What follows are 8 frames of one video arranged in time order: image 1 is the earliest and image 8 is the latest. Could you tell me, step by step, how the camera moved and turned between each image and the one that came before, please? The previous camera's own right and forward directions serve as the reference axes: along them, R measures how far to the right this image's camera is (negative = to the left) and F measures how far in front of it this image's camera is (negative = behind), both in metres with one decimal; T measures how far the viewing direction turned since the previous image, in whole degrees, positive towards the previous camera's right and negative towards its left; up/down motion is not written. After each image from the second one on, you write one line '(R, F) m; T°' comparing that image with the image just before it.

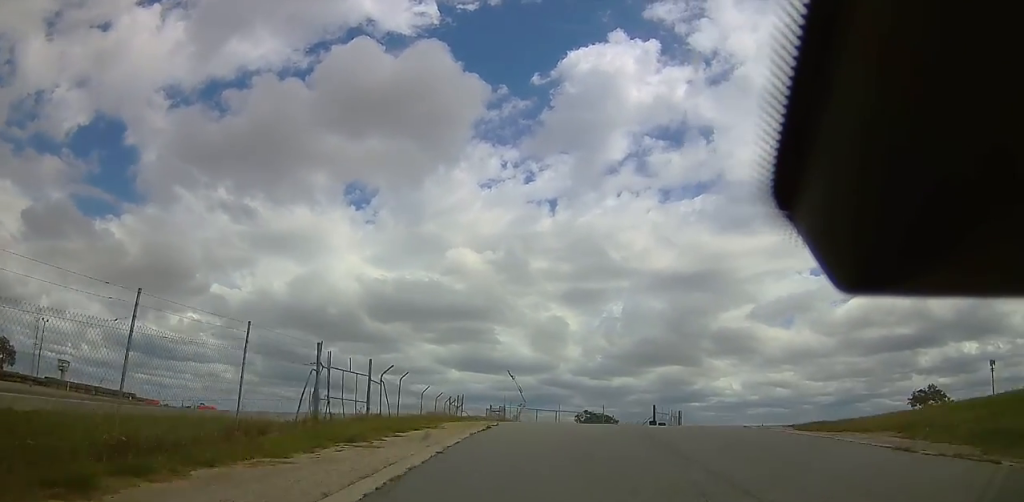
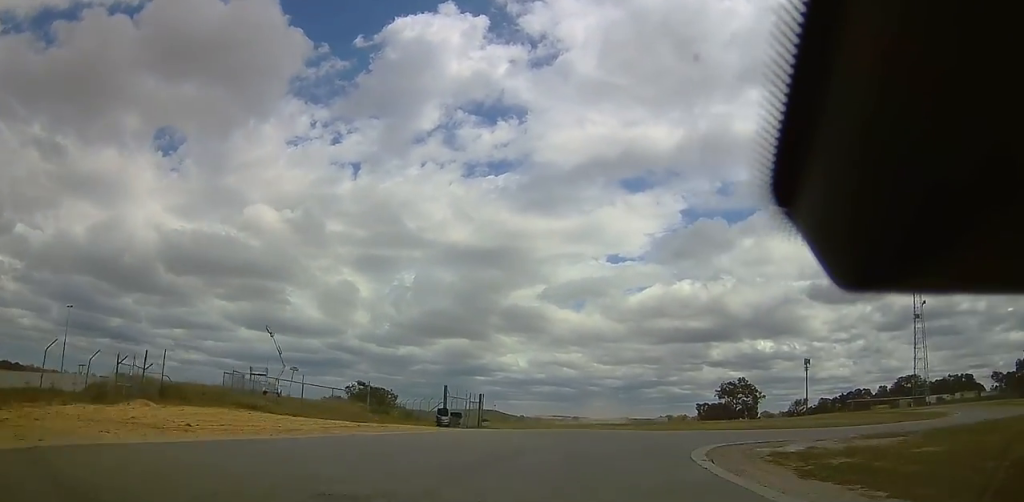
(+3.5, +17.2) m; +19°
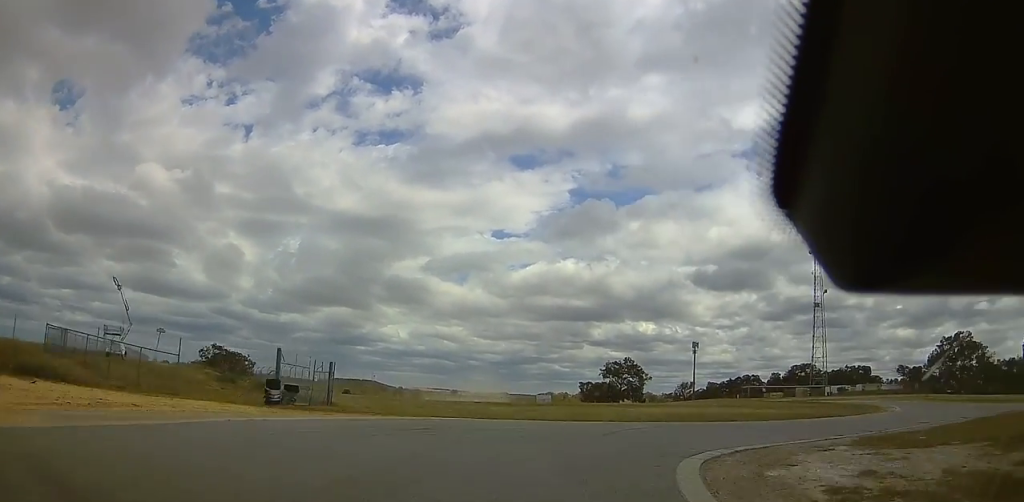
(+0.8, +8.1) m; +10°
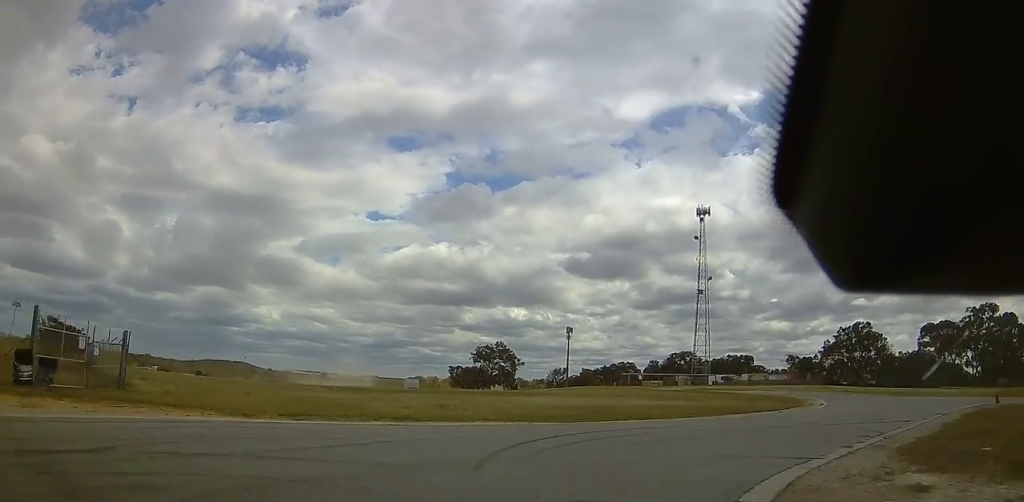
(0.0, +7.3) m; +11°
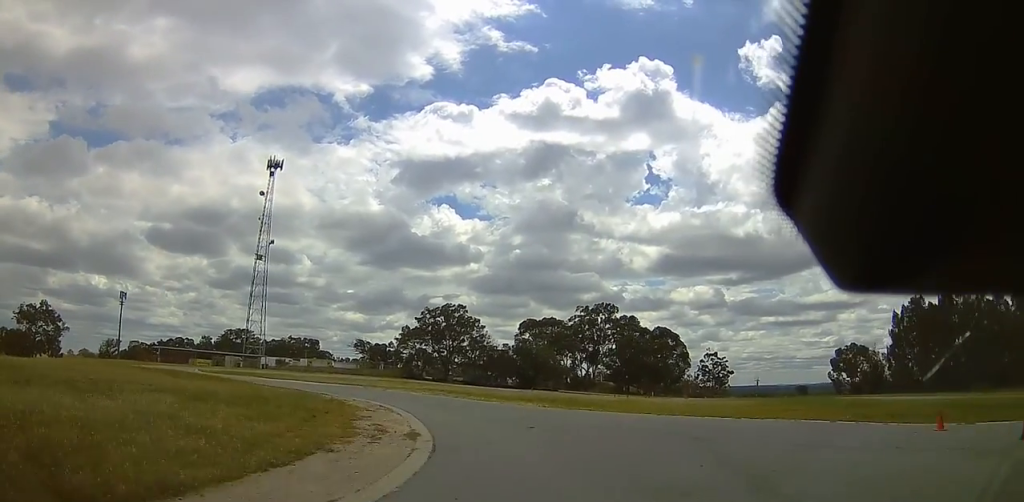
(+8.4, +22.8) m; +27°
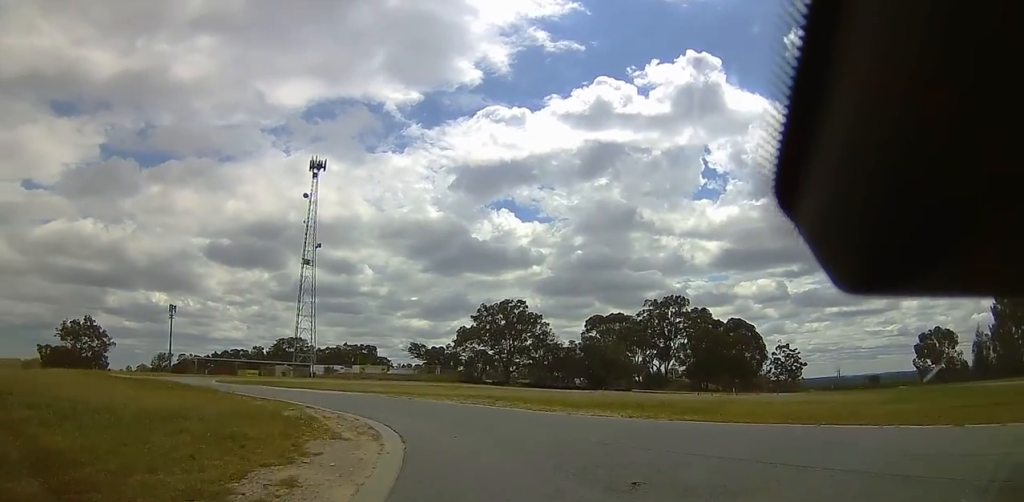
(+0.5, +7.5) m; -7°
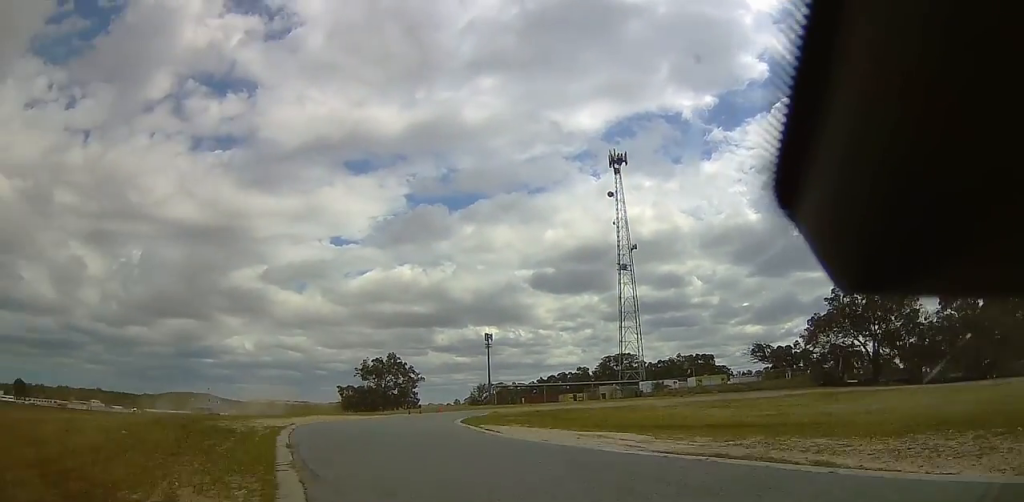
(-3.0, +15.7) m; -16°
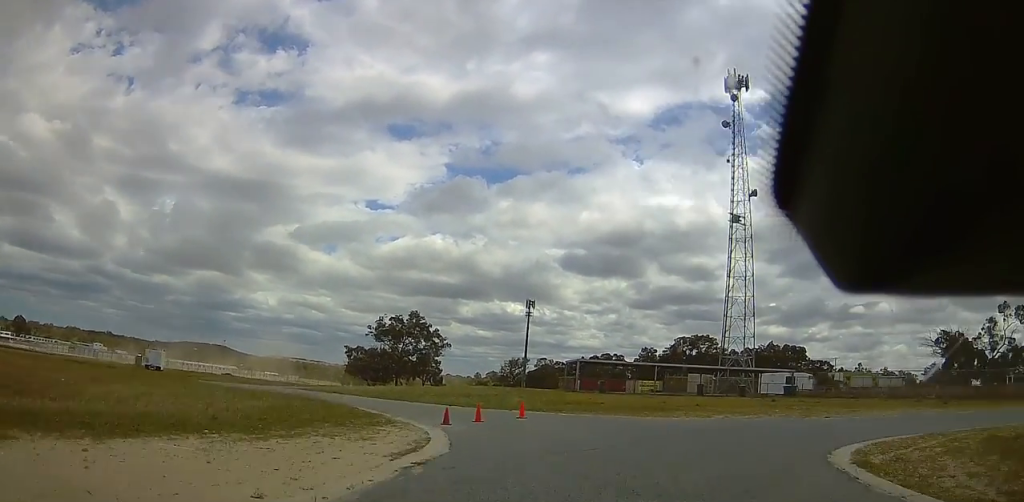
(-1.2, +32.0) m; +2°
